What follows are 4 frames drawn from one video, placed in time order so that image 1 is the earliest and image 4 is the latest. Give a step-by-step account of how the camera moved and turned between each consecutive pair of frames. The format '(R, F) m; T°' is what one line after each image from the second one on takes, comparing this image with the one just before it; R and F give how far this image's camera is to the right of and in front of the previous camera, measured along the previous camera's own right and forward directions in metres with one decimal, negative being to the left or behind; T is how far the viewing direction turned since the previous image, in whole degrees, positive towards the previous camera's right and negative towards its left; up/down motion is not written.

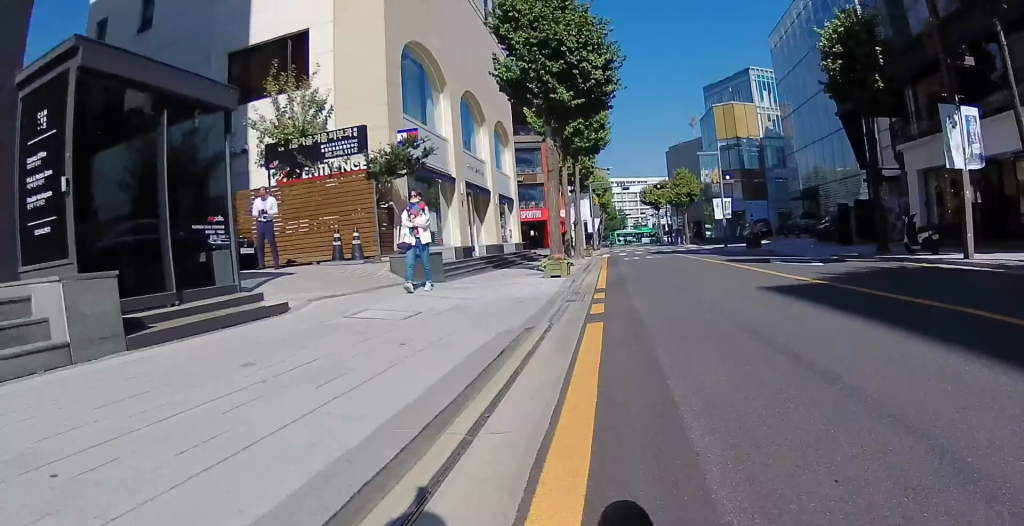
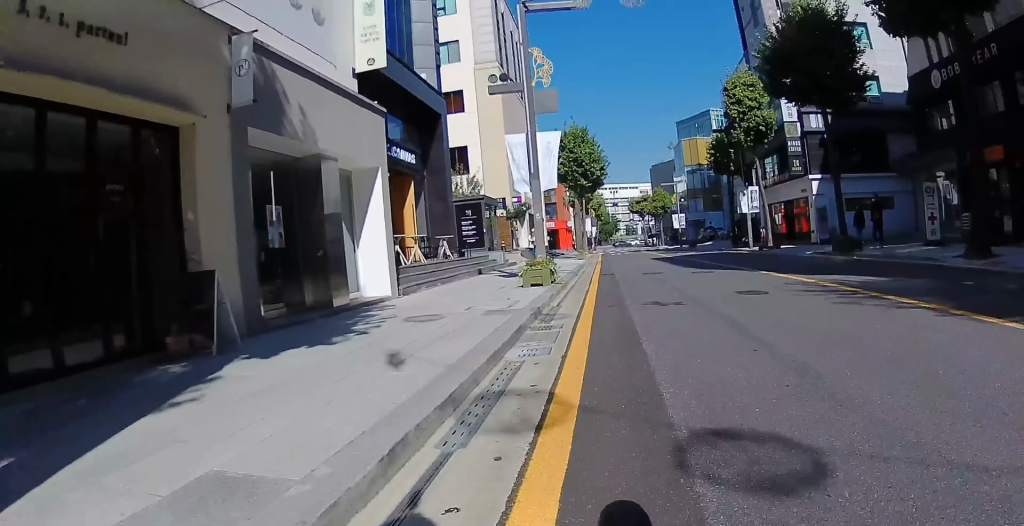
(0.0, +21.1) m; -1°
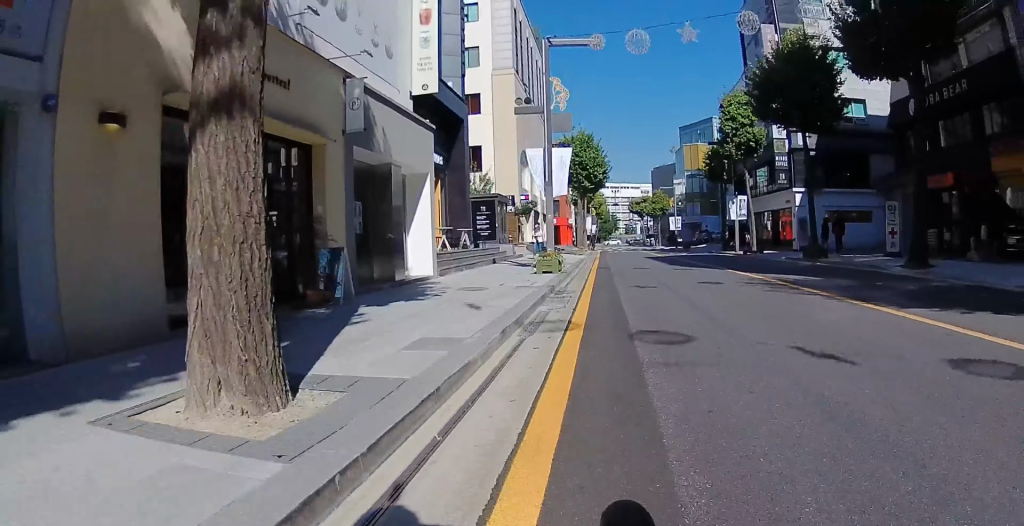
(-0.1, +3.0) m; +2°
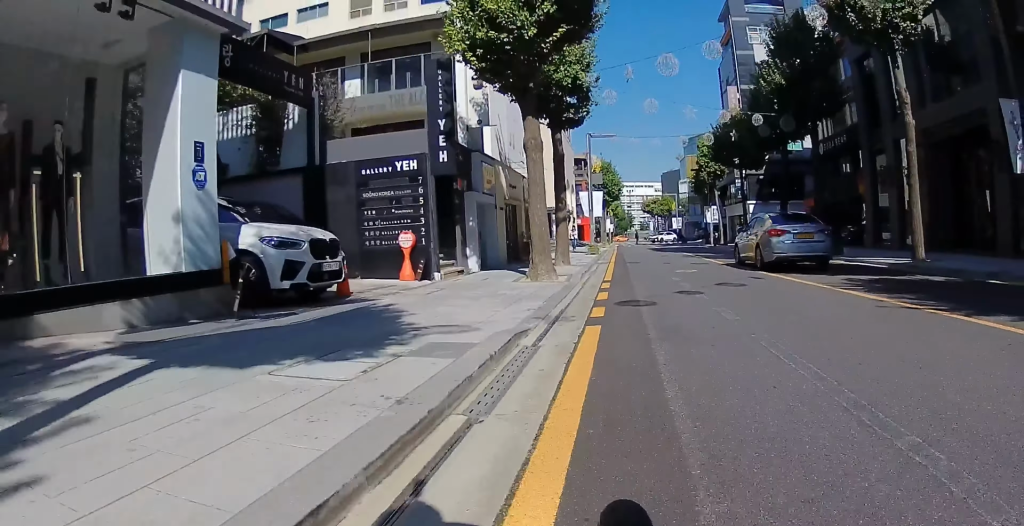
(-0.2, +16.3) m; -5°
